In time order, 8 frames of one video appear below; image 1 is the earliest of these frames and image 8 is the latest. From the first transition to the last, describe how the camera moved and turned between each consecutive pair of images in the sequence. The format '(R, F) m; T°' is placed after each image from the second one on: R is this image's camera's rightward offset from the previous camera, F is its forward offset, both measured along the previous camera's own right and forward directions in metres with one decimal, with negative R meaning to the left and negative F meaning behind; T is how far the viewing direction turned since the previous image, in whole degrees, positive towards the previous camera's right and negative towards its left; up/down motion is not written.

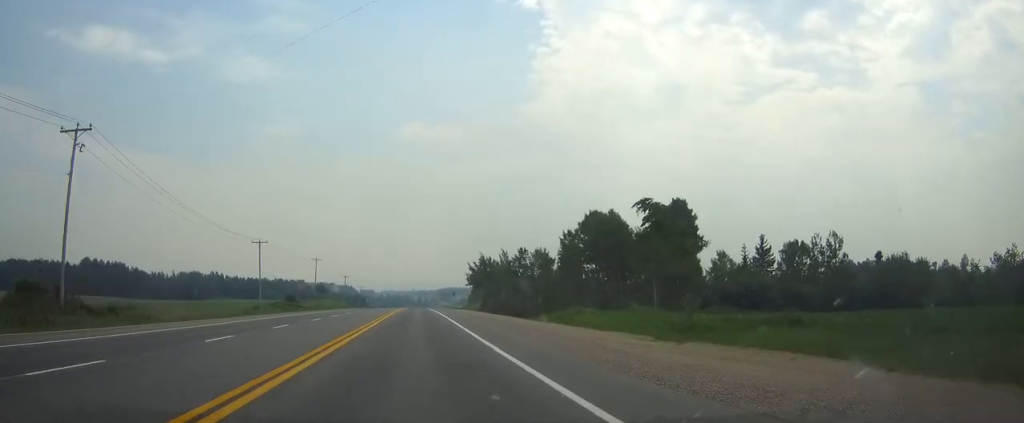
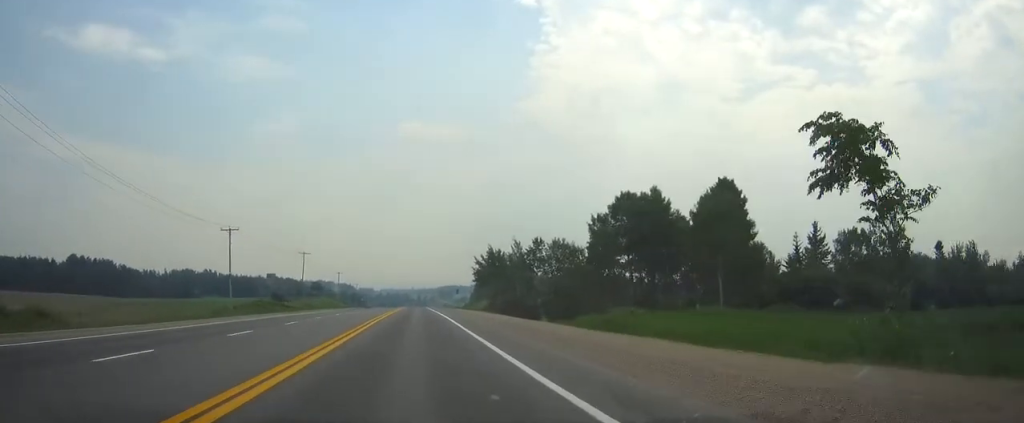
(0.0, +15.2) m; 0°
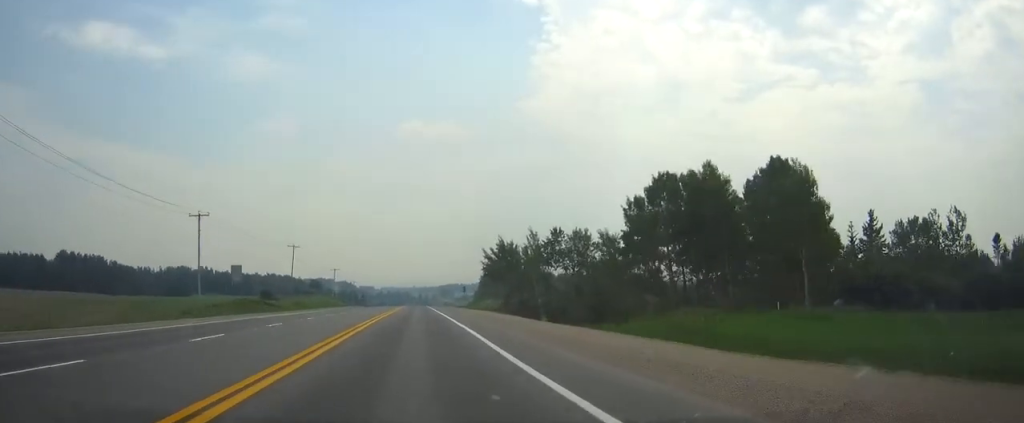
(0.0, +12.3) m; 0°
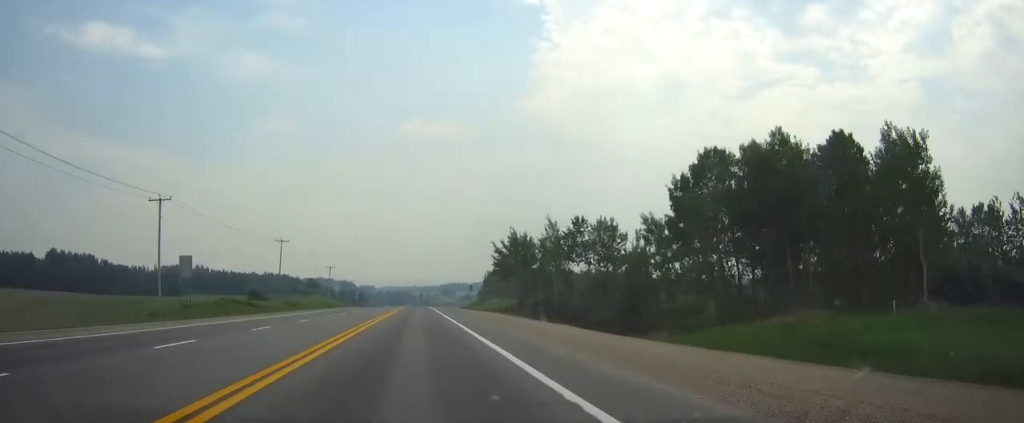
(+0.1, +11.4) m; 0°
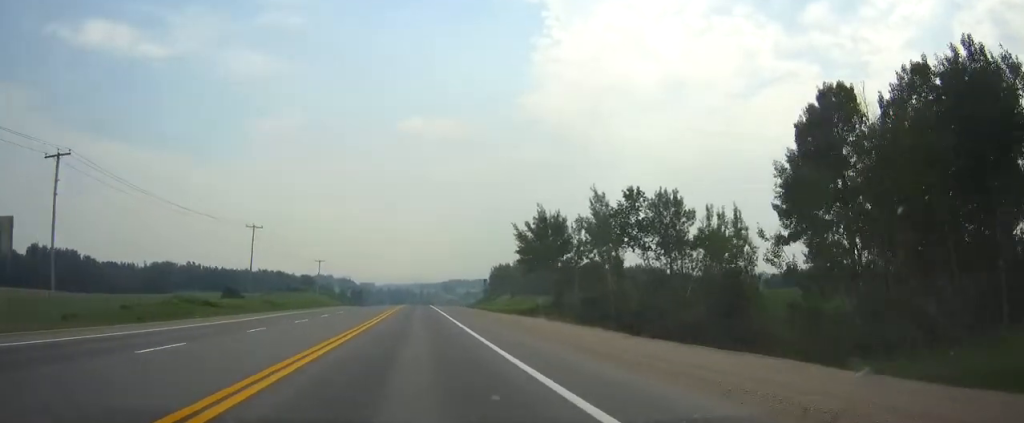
(0.0, +18.9) m; 0°
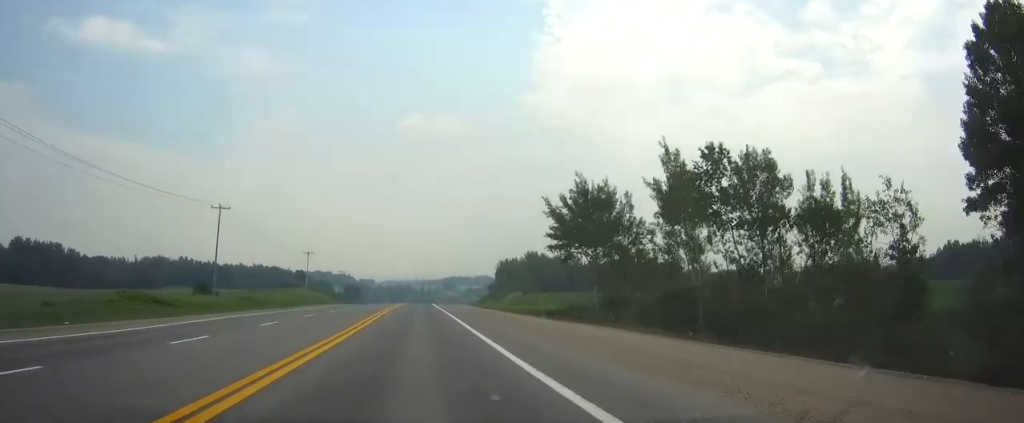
(0.0, +16.0) m; 0°
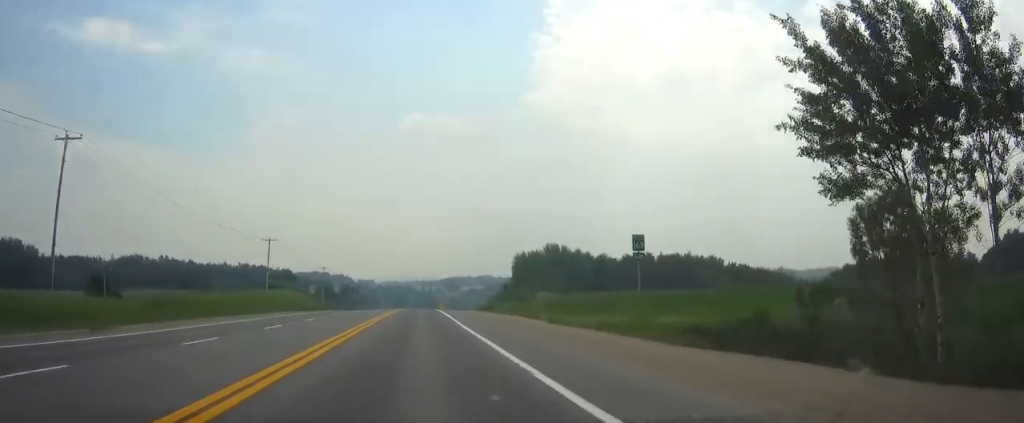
(0.0, +35.5) m; 0°
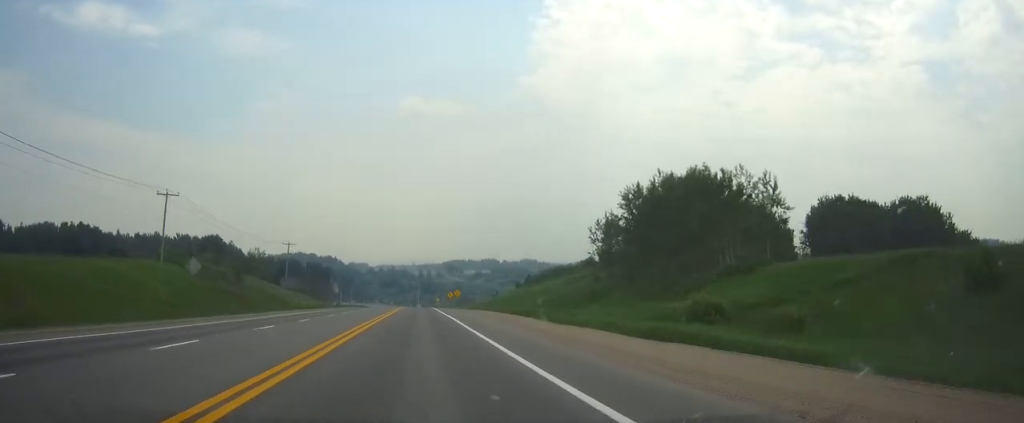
(-0.2, +101.1) m; 0°
